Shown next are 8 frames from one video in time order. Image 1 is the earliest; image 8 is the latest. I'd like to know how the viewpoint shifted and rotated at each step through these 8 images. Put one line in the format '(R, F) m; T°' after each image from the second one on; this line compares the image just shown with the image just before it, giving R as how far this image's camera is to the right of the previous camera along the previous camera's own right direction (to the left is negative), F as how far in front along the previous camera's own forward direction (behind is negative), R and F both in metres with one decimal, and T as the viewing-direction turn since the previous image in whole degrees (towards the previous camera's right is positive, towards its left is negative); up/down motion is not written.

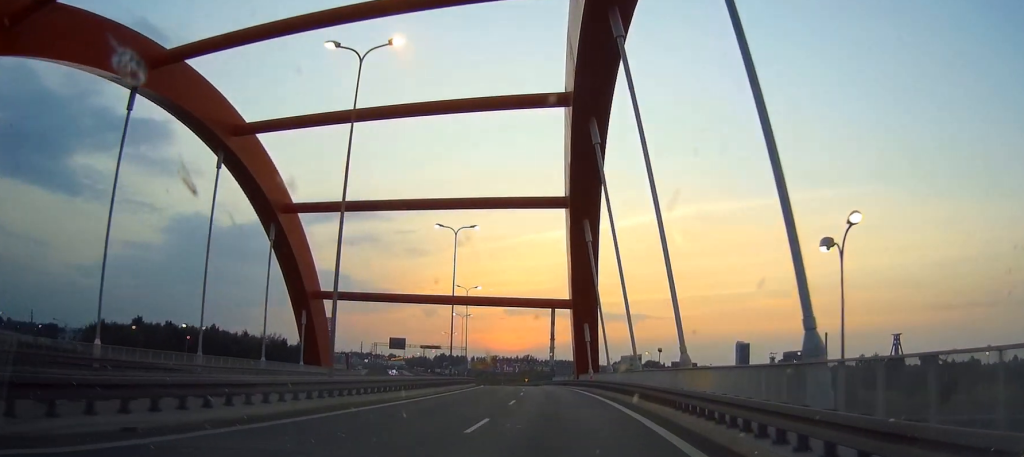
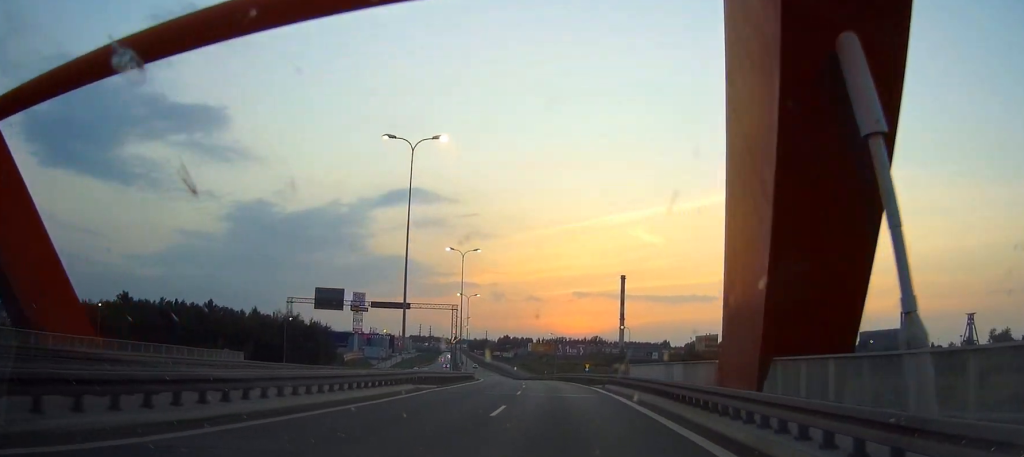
(0.0, +44.9) m; 0°
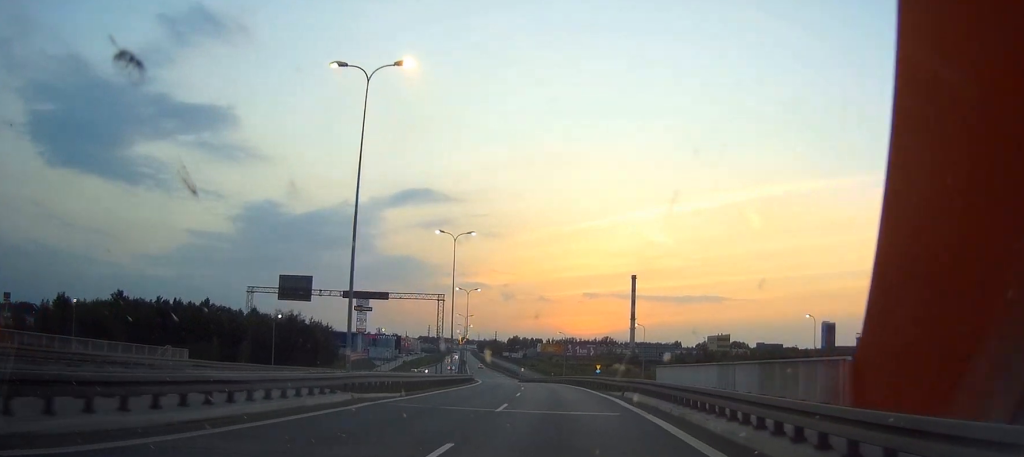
(0.0, +7.7) m; 0°
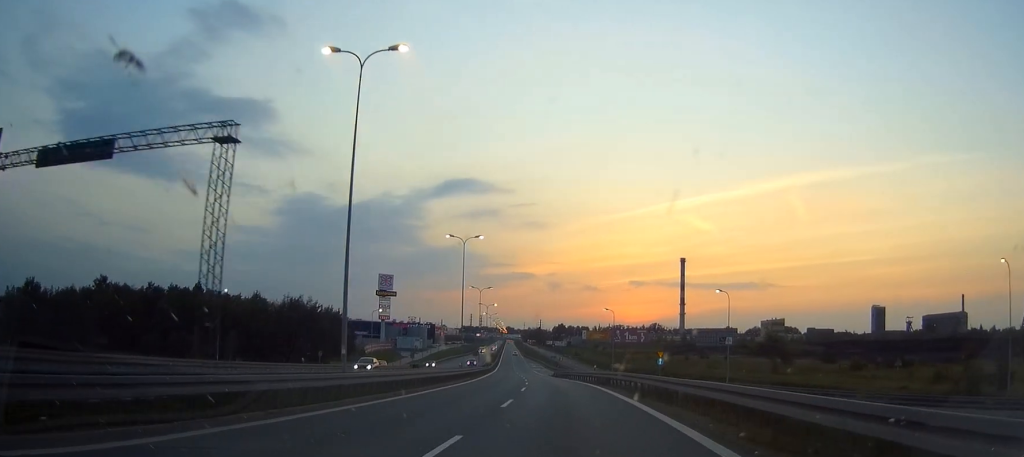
(0.0, +27.6) m; 0°
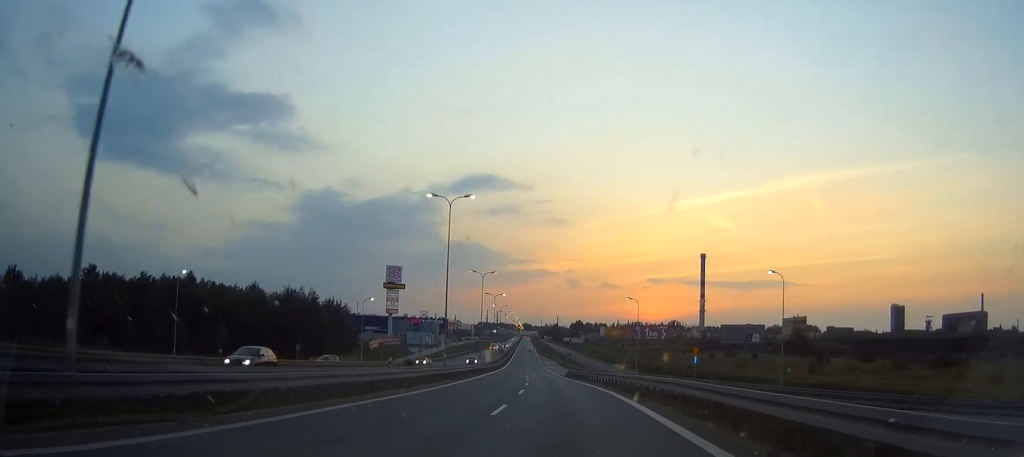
(0.0, +11.7) m; 0°
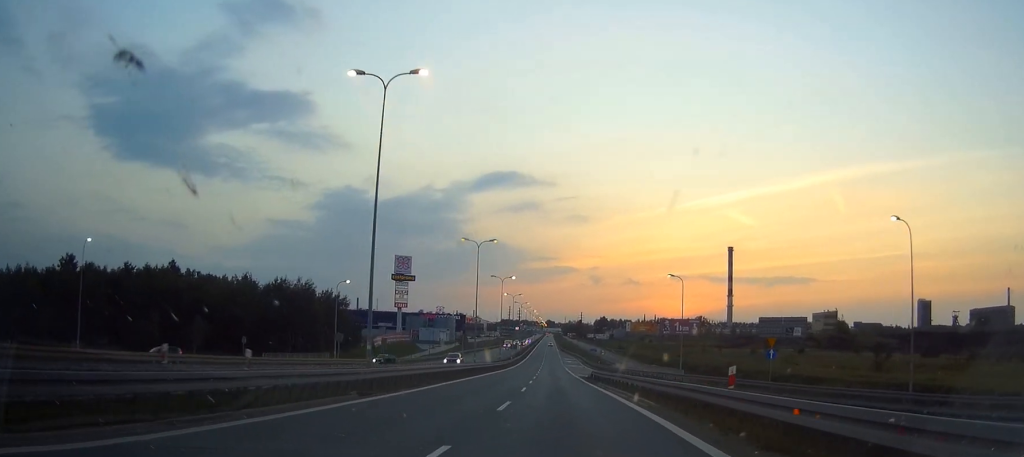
(0.0, +17.0) m; 0°
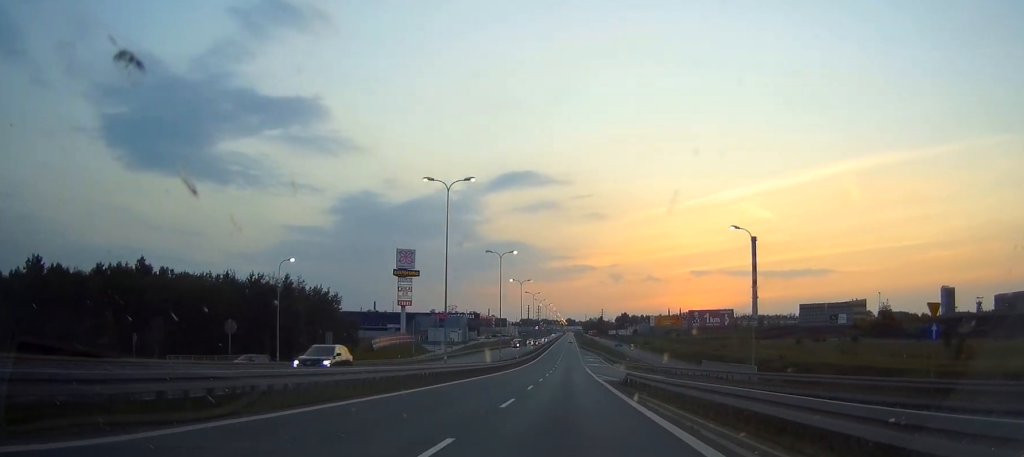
(0.0, +17.5) m; 0°
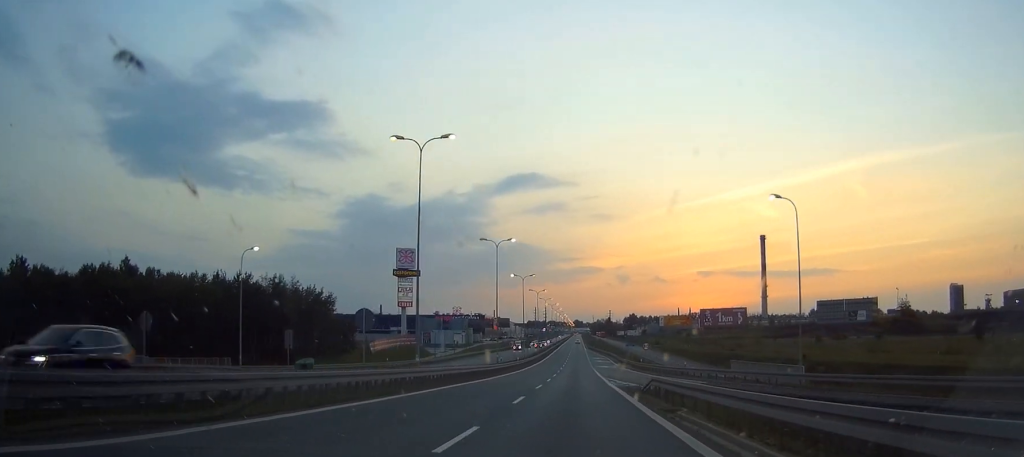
(0.0, +7.0) m; 0°
